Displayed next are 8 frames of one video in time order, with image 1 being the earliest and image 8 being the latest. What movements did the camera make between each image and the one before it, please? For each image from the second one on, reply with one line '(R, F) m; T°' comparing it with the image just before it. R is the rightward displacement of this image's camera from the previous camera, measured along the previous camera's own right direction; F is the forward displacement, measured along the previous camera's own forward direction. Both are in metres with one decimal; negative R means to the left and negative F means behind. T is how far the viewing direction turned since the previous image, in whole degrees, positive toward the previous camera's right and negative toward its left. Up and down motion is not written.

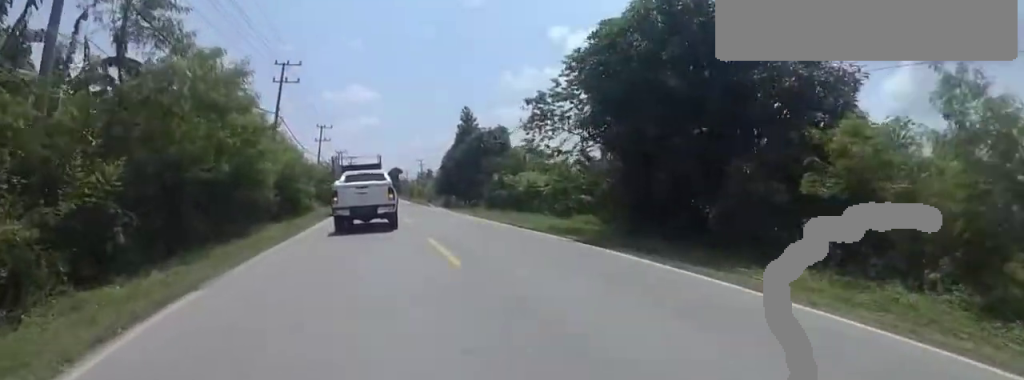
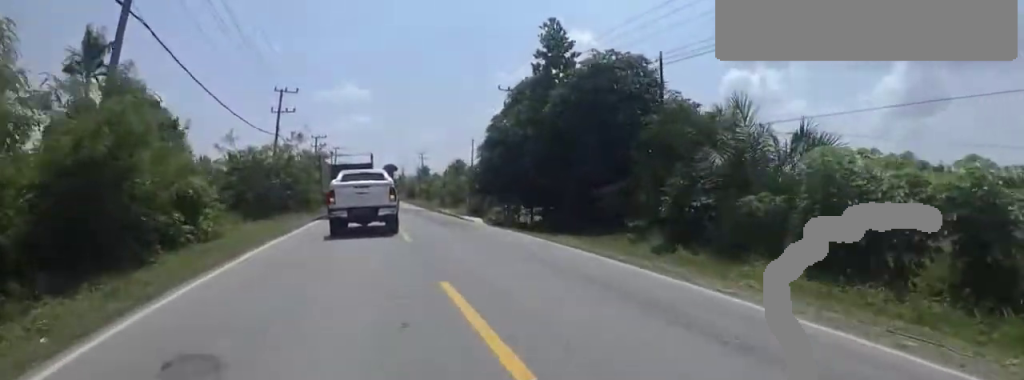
(+0.3, +19.0) m; +10°
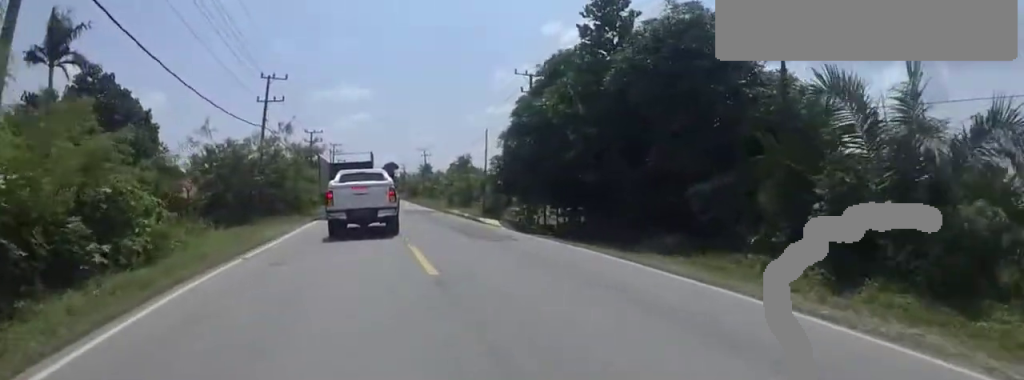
(+0.3, +4.2) m; +2°
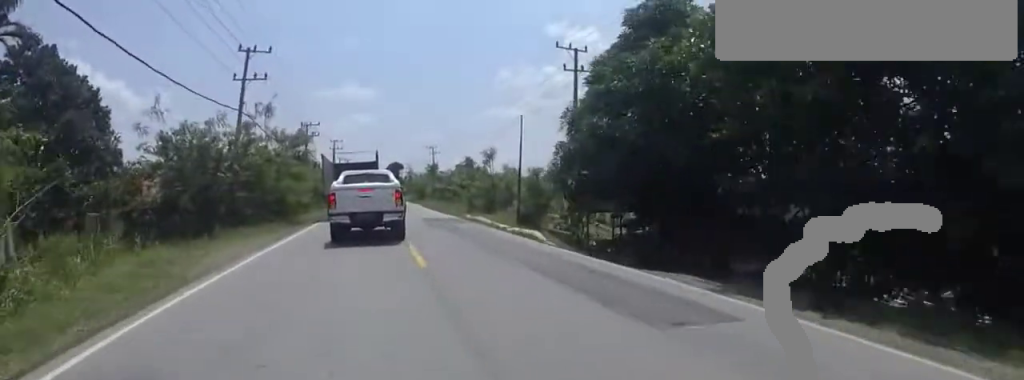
(-0.3, +6.5) m; -2°
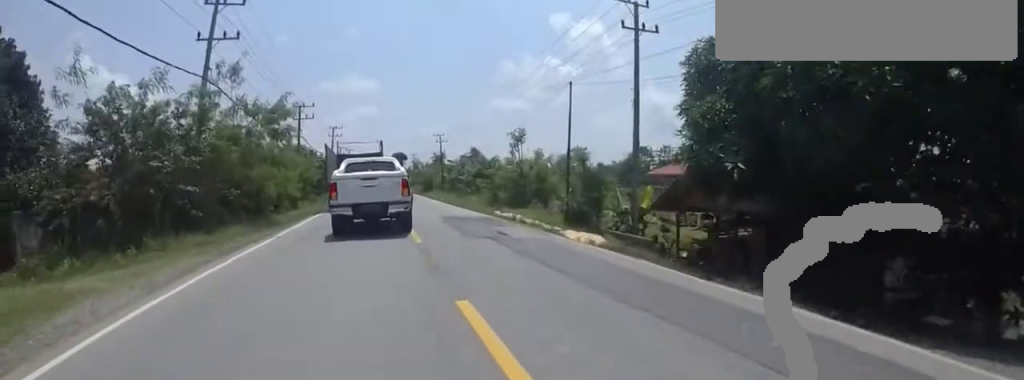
(-0.1, +5.8) m; -5°
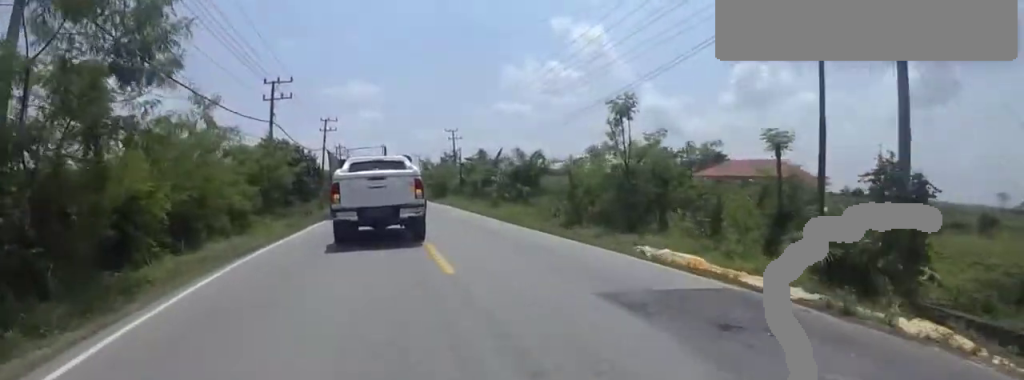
(-1.2, +11.1) m; -4°
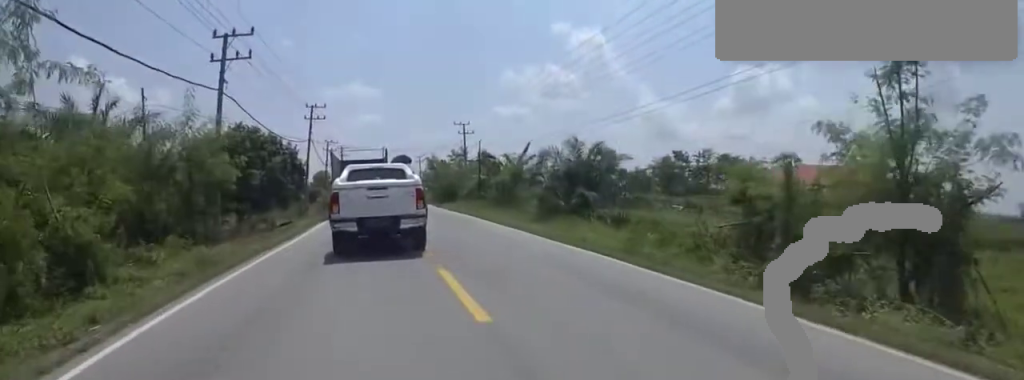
(+0.8, +9.5) m; +1°
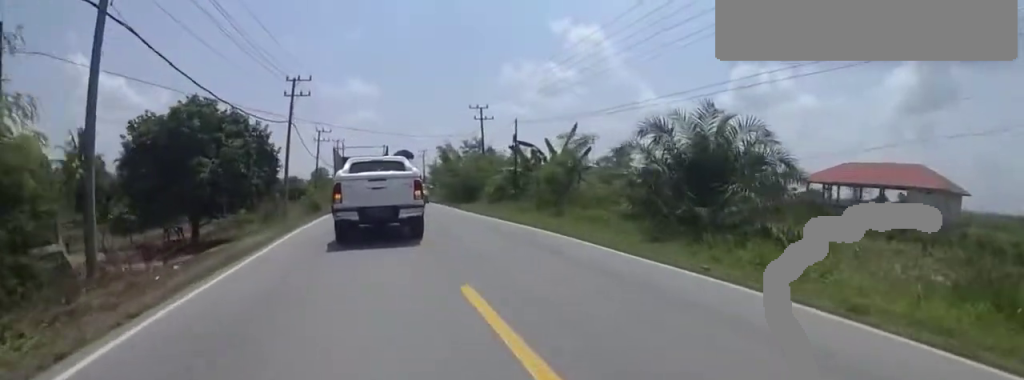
(-0.8, +9.4) m; 0°
